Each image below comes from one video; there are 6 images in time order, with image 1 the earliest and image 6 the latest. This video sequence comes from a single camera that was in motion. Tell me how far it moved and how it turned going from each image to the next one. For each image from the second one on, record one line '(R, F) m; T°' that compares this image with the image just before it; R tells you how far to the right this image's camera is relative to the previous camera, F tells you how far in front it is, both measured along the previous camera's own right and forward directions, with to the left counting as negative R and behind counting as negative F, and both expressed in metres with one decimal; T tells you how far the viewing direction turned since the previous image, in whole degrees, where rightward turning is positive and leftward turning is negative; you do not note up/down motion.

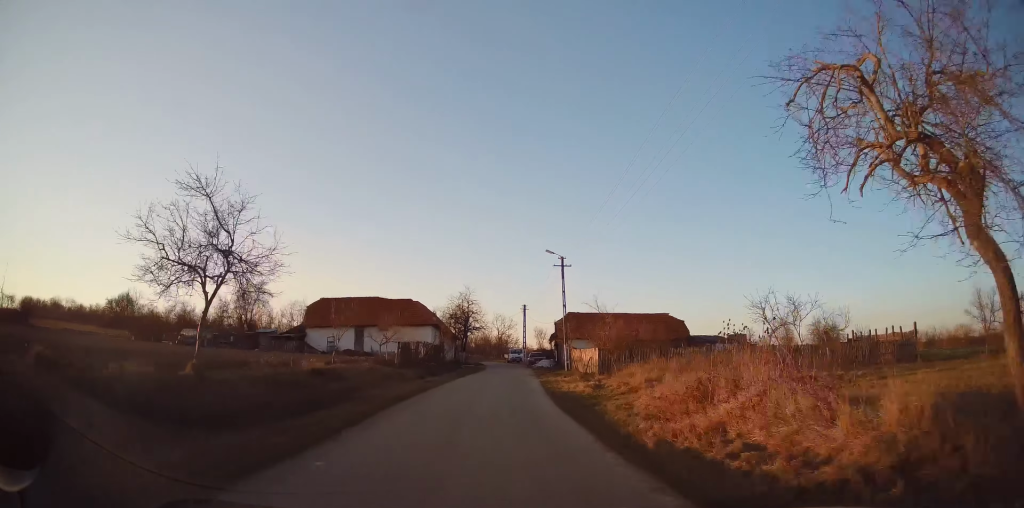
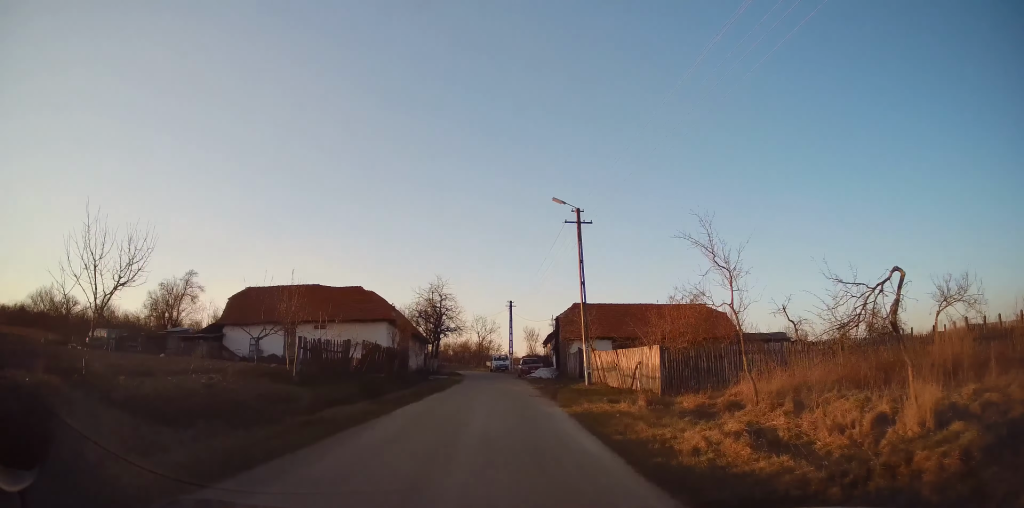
(-0.3, +14.1) m; 0°
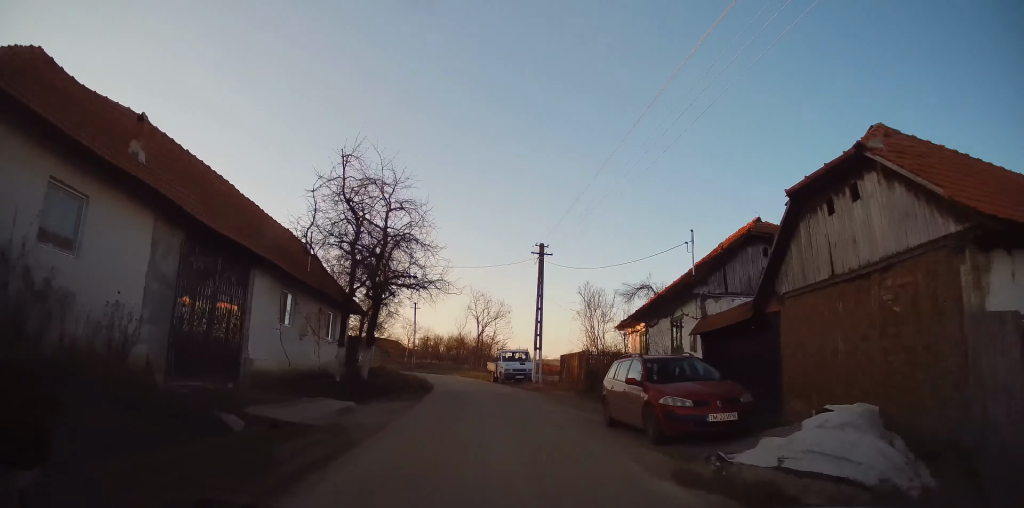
(+1.2, +31.2) m; +2°
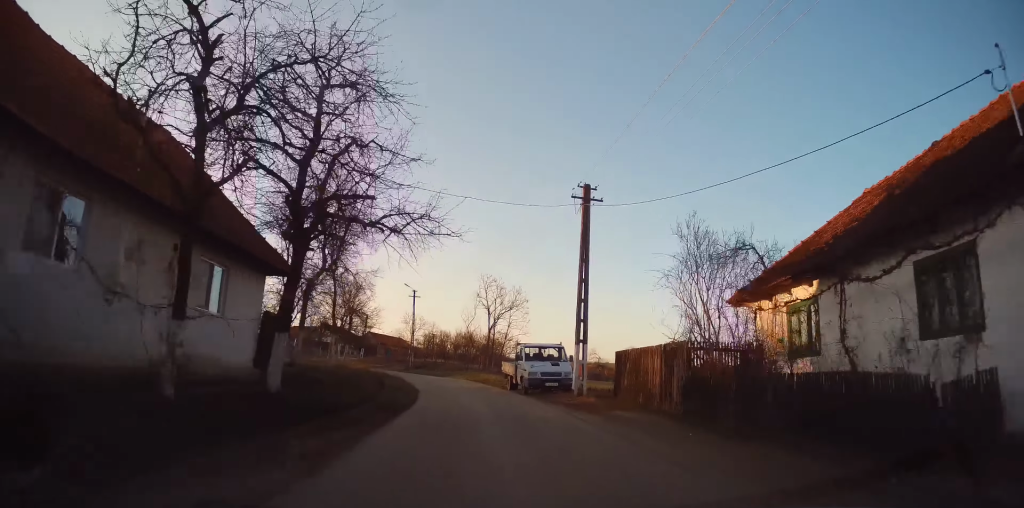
(+0.1, +10.8) m; -2°
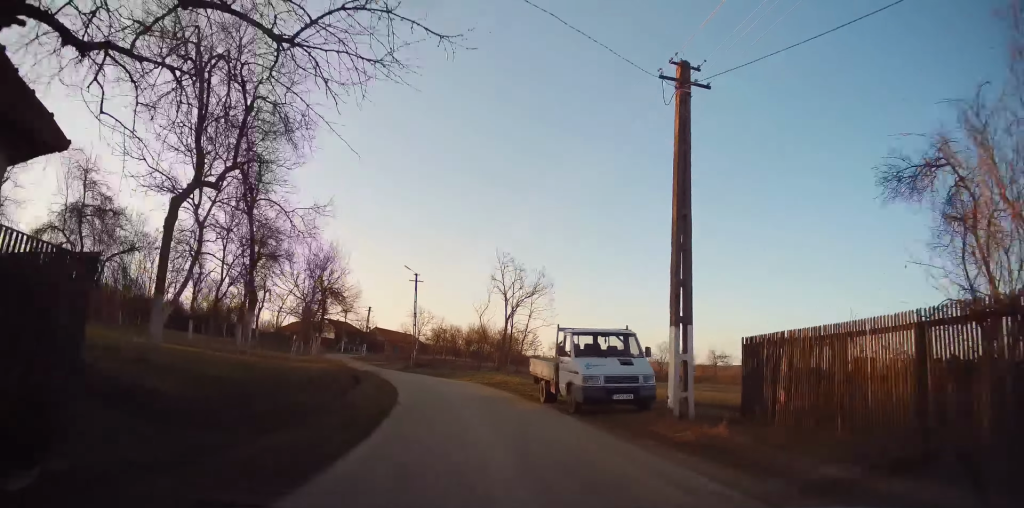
(-0.1, +9.3) m; -3°
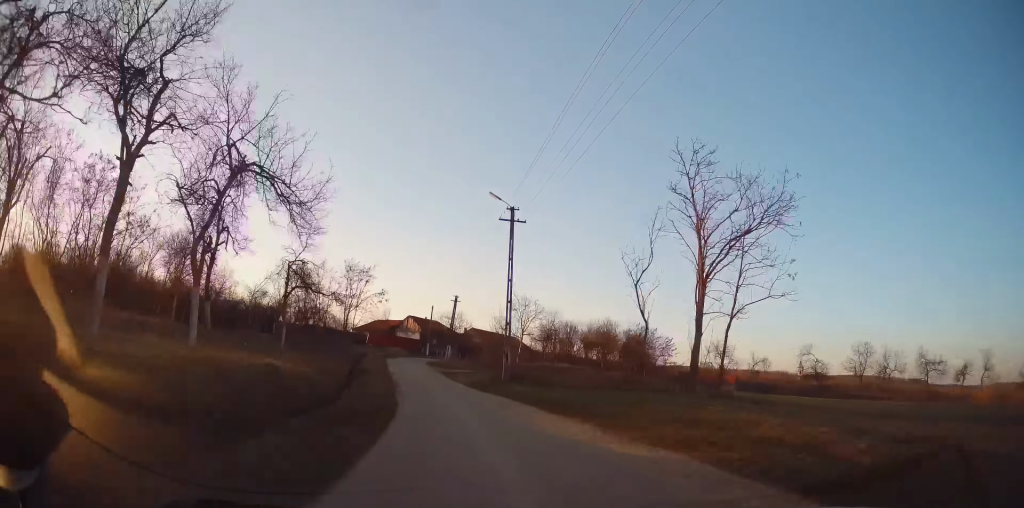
(-1.6, +21.8) m; -9°
